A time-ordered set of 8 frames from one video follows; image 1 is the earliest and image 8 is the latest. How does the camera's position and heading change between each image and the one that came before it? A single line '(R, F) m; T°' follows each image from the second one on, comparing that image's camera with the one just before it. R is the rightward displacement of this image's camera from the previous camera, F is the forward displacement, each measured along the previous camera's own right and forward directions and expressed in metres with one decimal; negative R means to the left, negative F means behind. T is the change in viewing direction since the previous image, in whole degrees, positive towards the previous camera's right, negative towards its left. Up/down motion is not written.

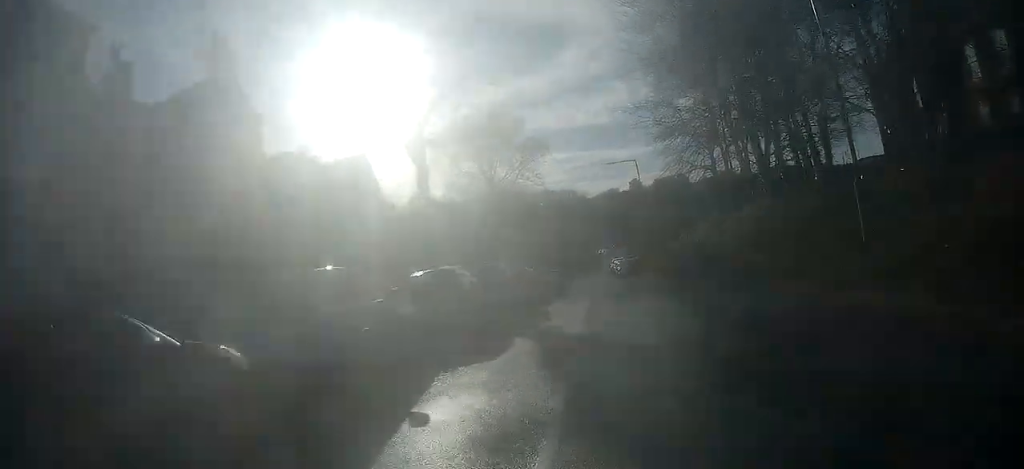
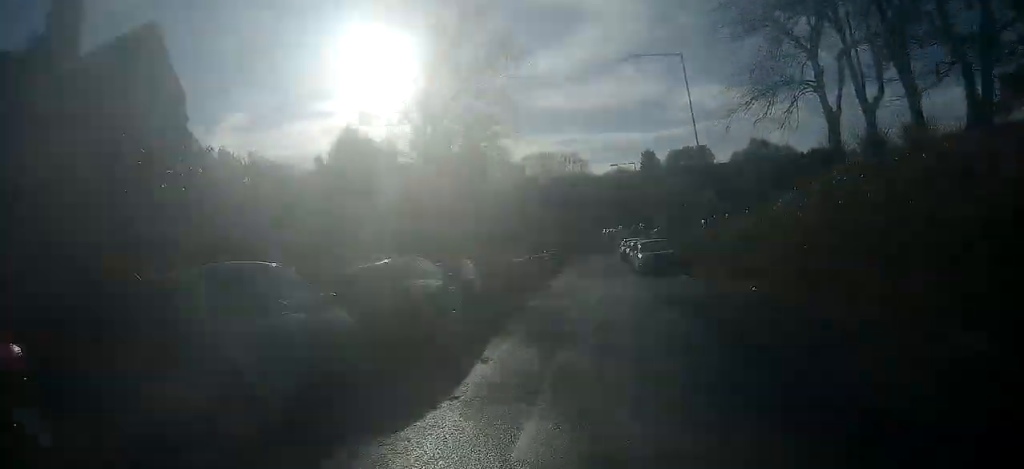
(0.0, +22.0) m; 0°
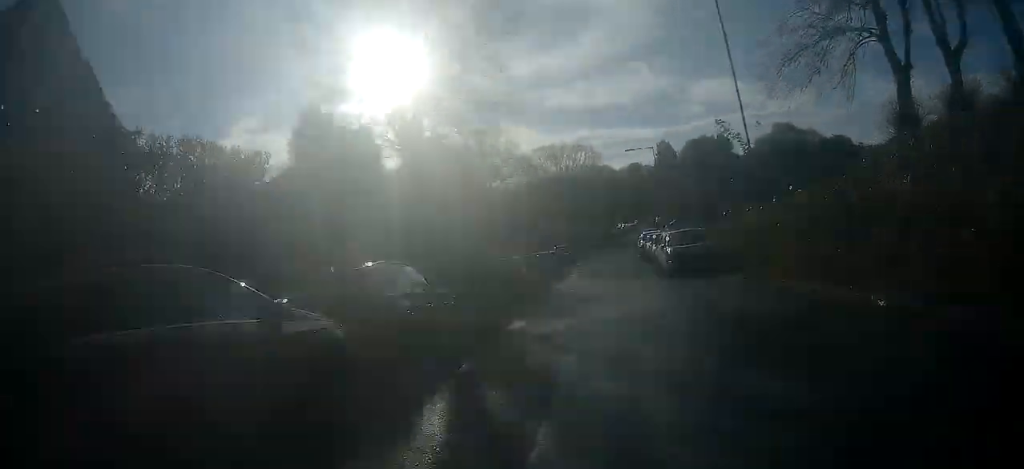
(0.0, +6.0) m; 0°
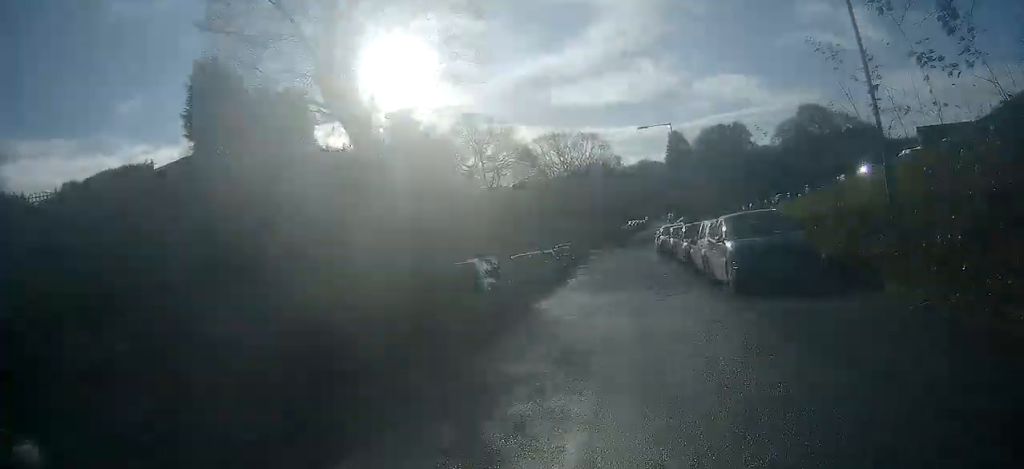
(0.0, +9.1) m; 0°
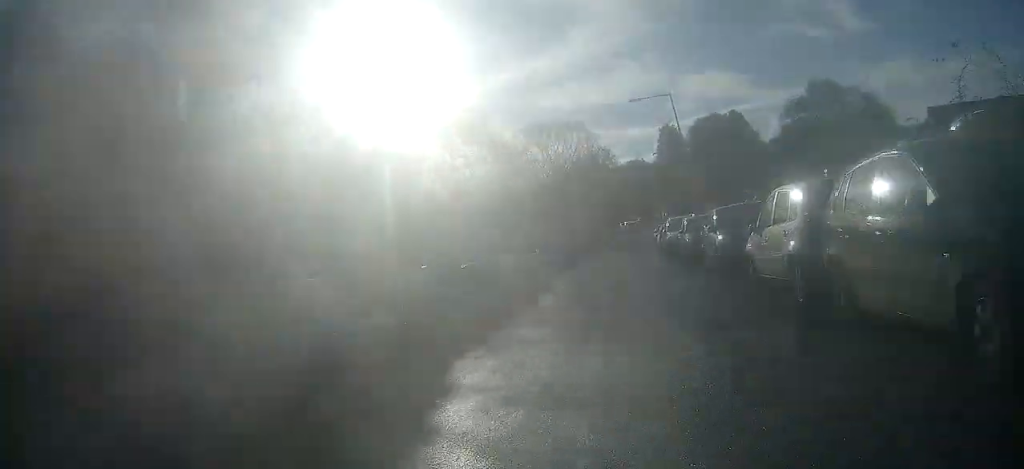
(0.0, +8.2) m; 0°
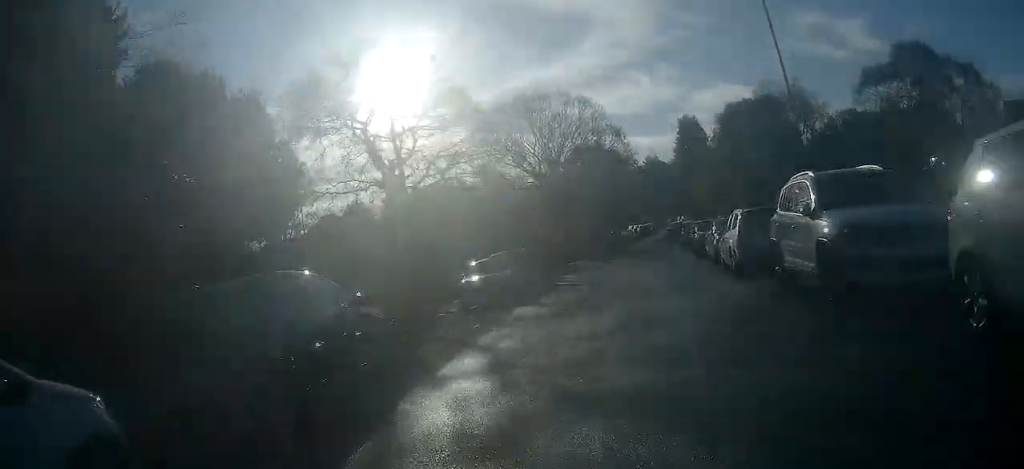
(+0.1, +18.0) m; +1°
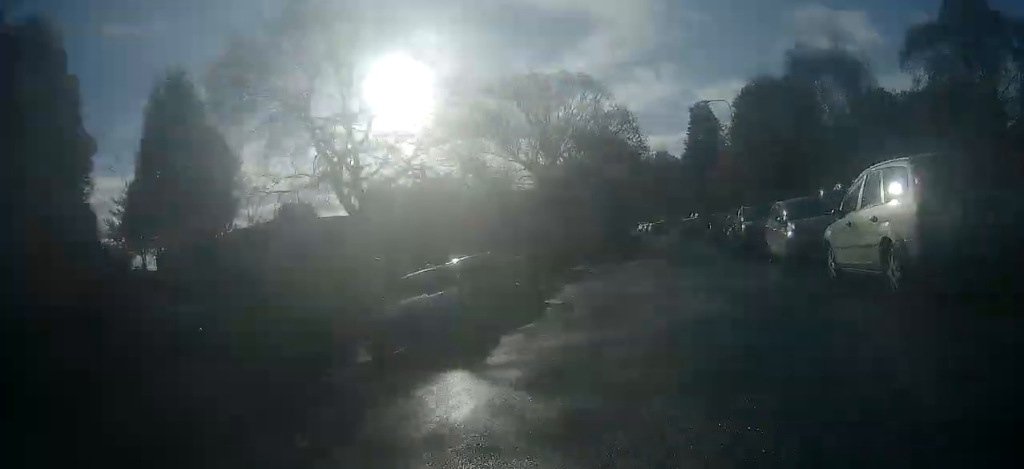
(0.0, +8.0) m; 0°
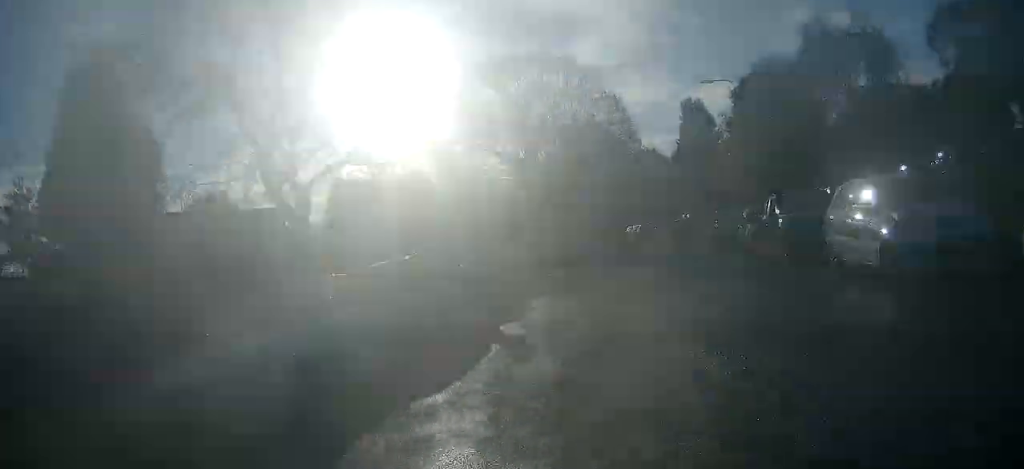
(0.0, +5.4) m; 0°
